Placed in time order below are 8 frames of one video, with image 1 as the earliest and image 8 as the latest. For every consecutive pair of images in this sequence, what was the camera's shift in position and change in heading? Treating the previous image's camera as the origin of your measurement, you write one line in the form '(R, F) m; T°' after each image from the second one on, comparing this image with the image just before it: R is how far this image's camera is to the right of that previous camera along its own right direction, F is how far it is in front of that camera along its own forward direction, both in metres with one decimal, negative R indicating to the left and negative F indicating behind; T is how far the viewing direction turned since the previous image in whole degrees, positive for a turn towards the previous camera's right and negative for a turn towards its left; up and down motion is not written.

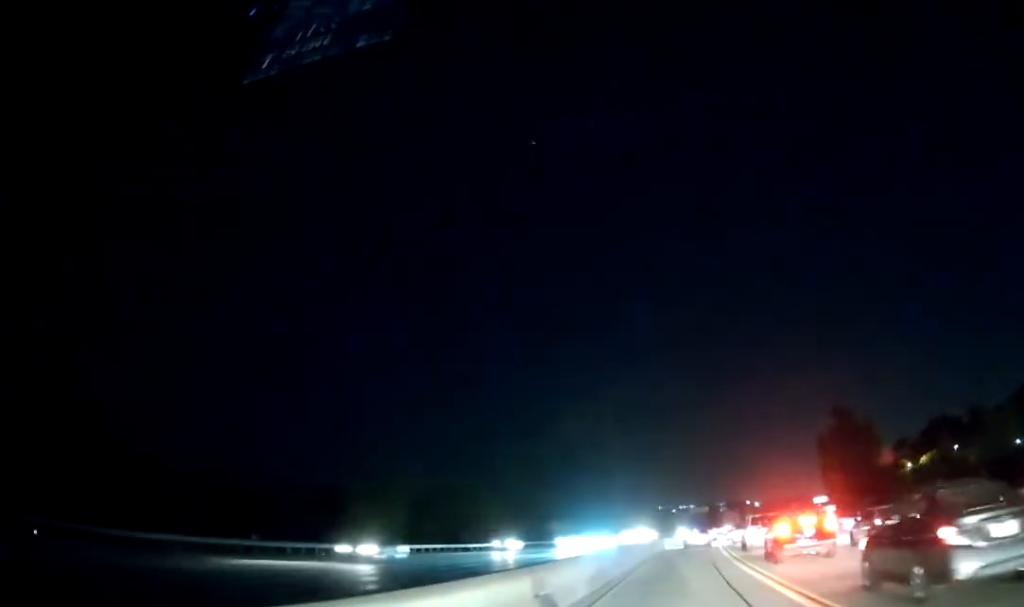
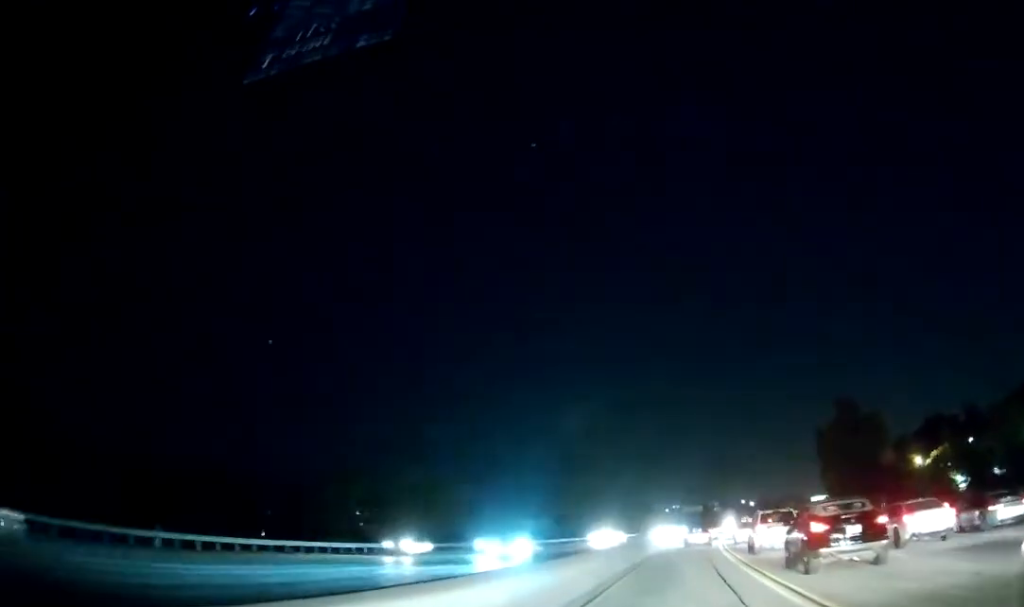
(+0.2, +8.9) m; +1°
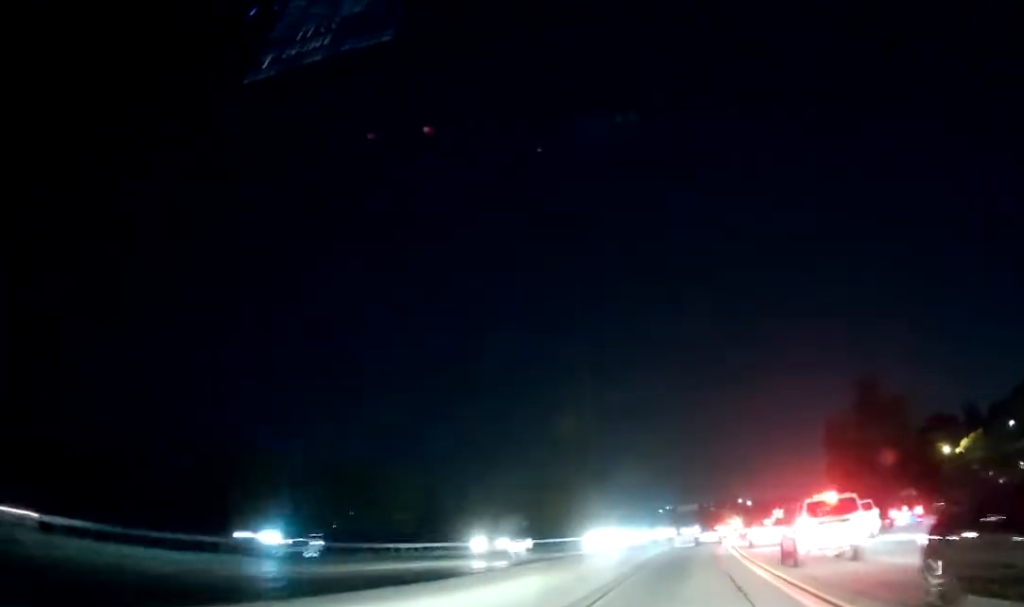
(-0.1, +16.1) m; 0°
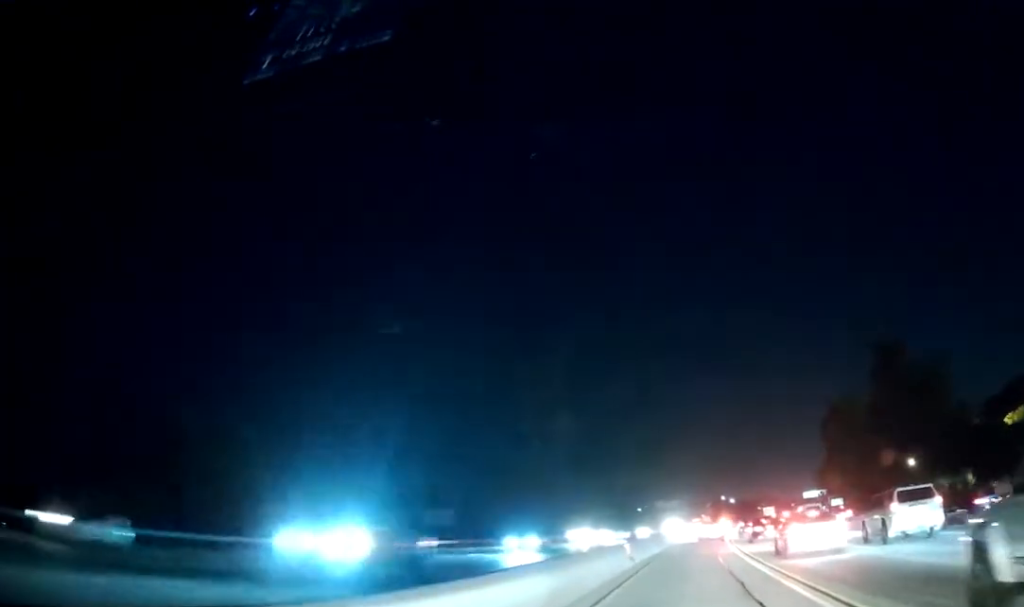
(+0.3, +22.0) m; +2°
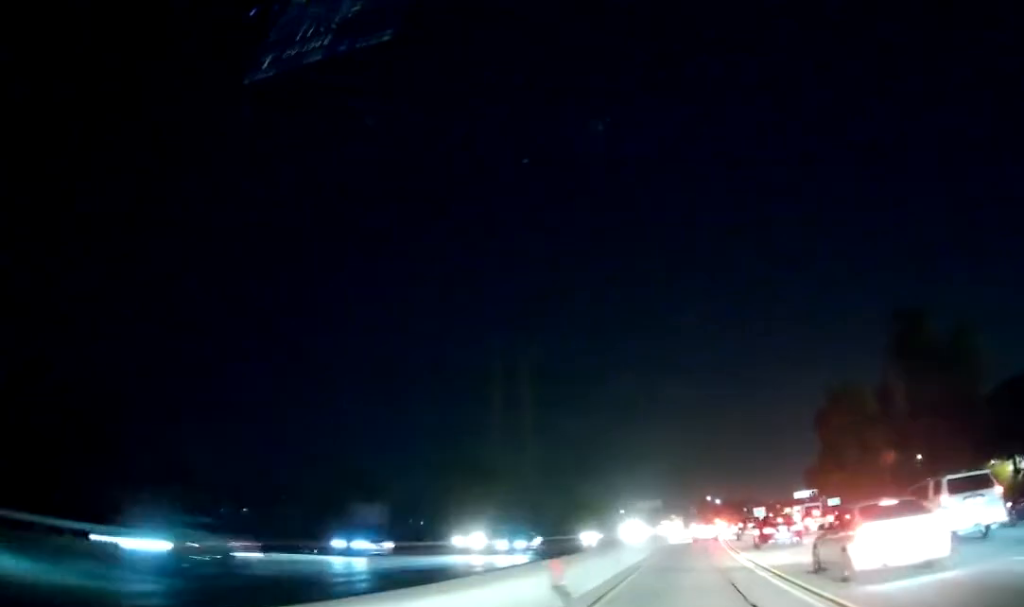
(+0.2, +13.8) m; +1°
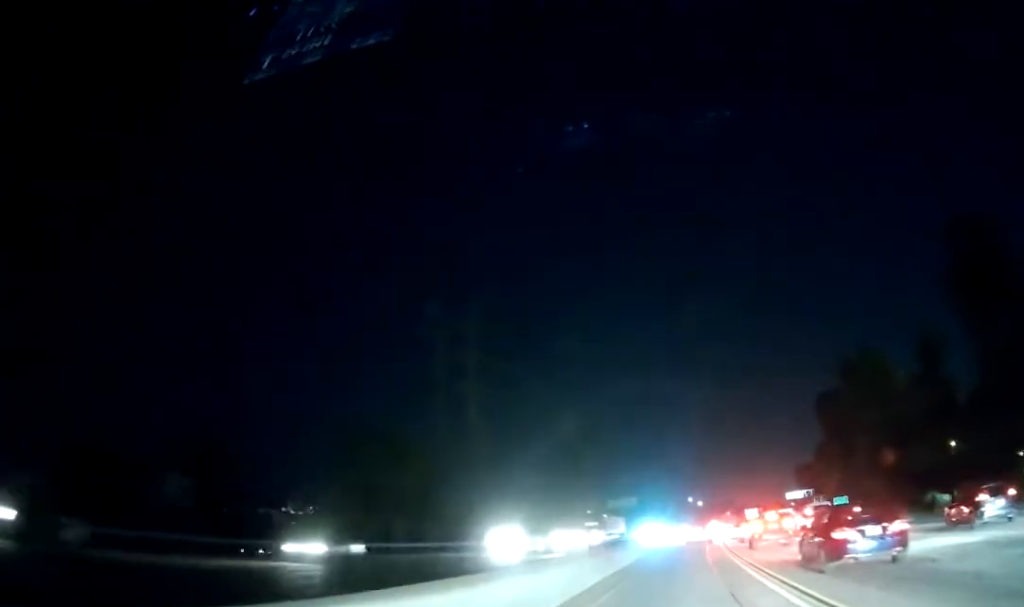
(+0.4, +25.0) m; +2°
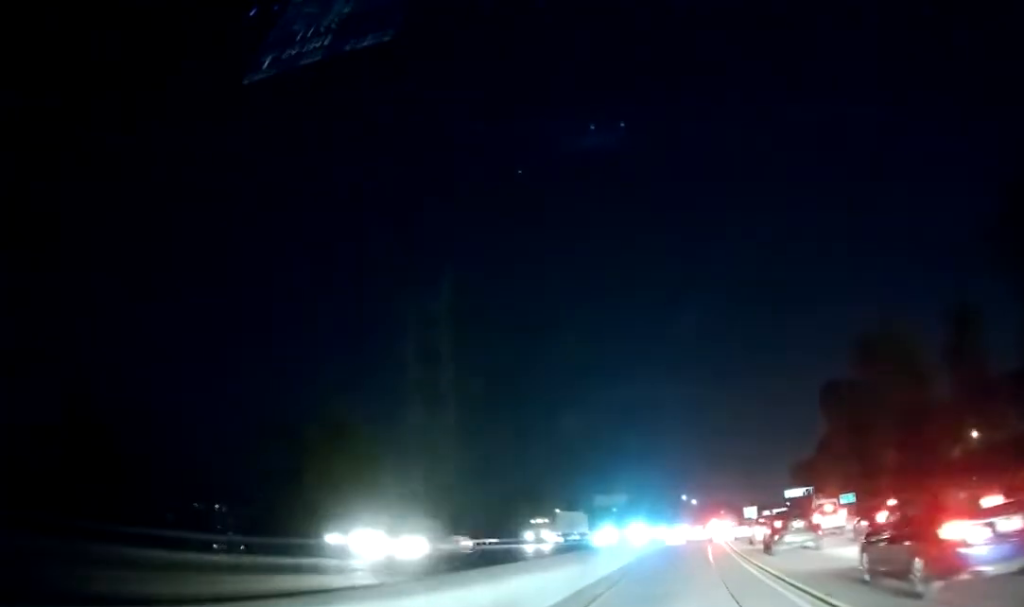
(+0.1, +10.6) m; +1°
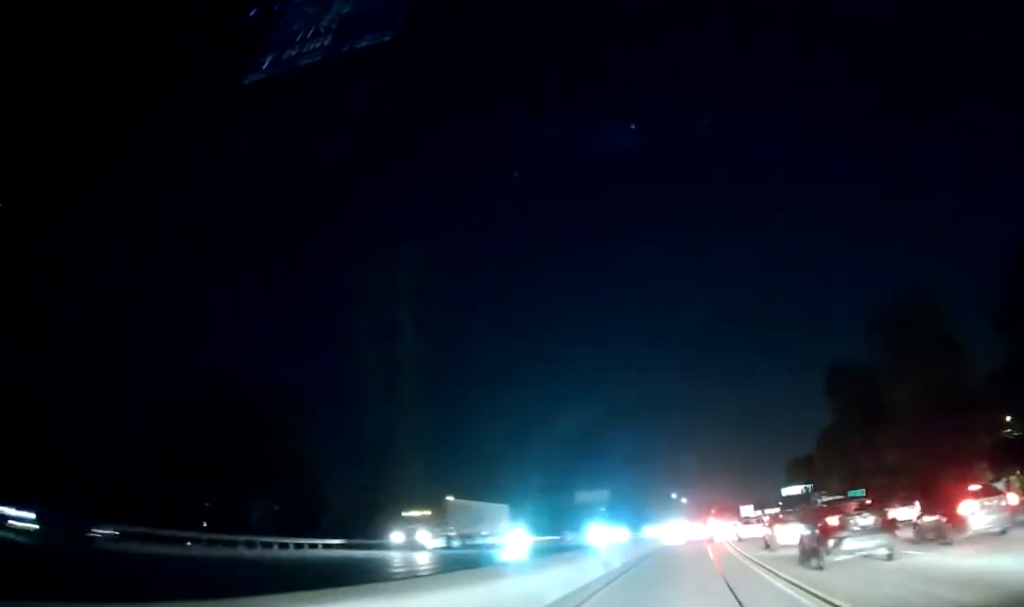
(+0.1, +13.8) m; +1°
